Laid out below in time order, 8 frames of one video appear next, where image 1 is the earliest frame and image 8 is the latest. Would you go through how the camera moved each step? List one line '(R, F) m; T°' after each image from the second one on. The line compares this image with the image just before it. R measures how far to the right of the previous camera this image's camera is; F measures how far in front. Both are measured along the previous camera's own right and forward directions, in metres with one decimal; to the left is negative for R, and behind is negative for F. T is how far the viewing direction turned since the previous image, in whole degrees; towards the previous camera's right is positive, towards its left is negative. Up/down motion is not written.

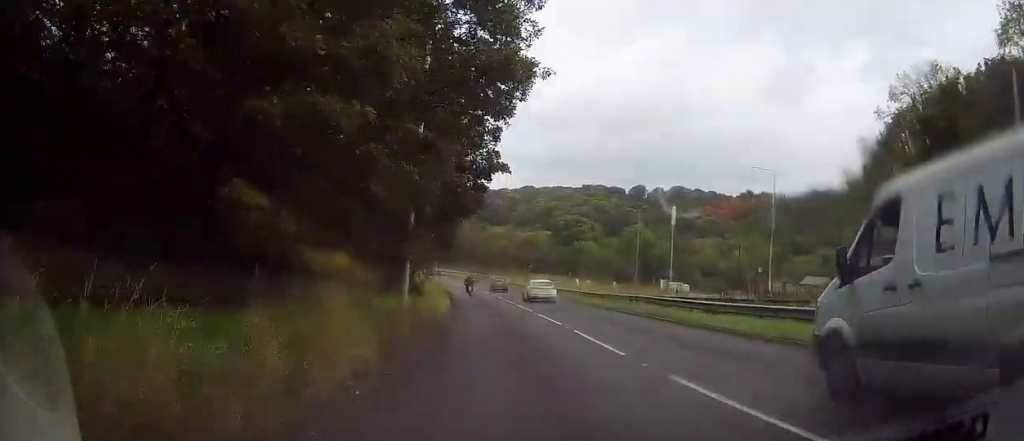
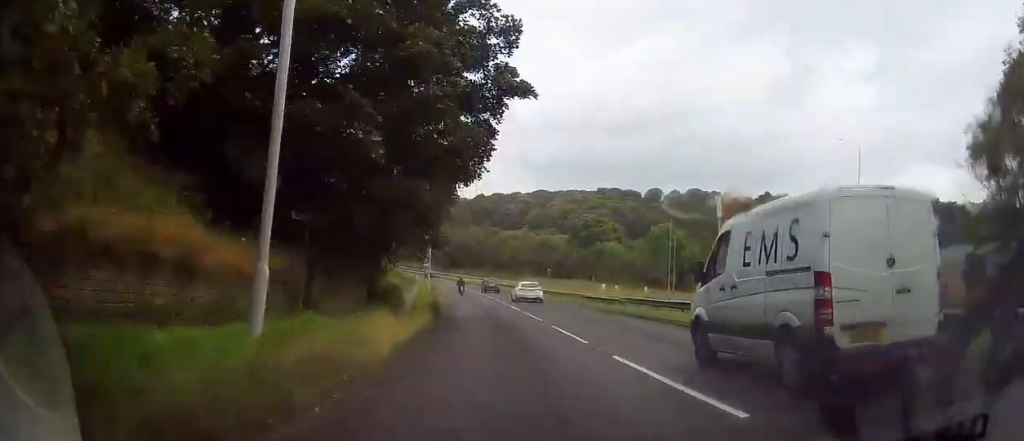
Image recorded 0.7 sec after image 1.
(0.0, +15.4) m; -1°
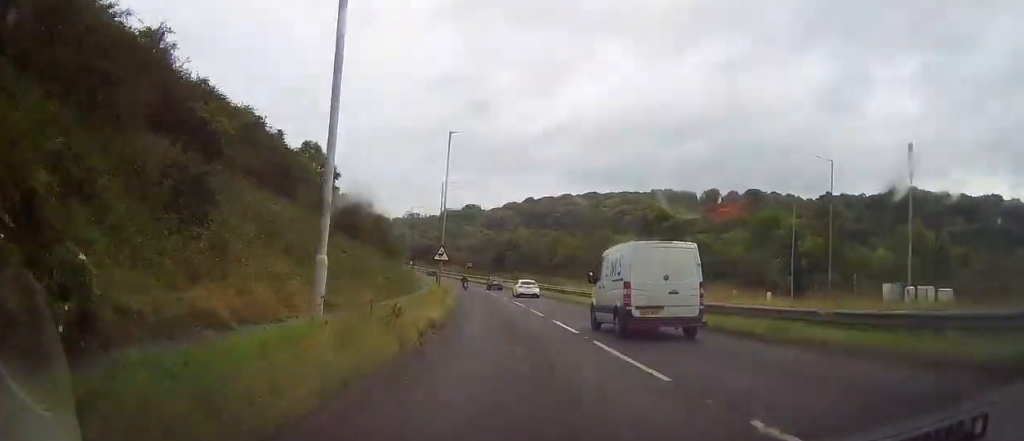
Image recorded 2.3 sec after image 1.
(-0.8, +33.5) m; -2°
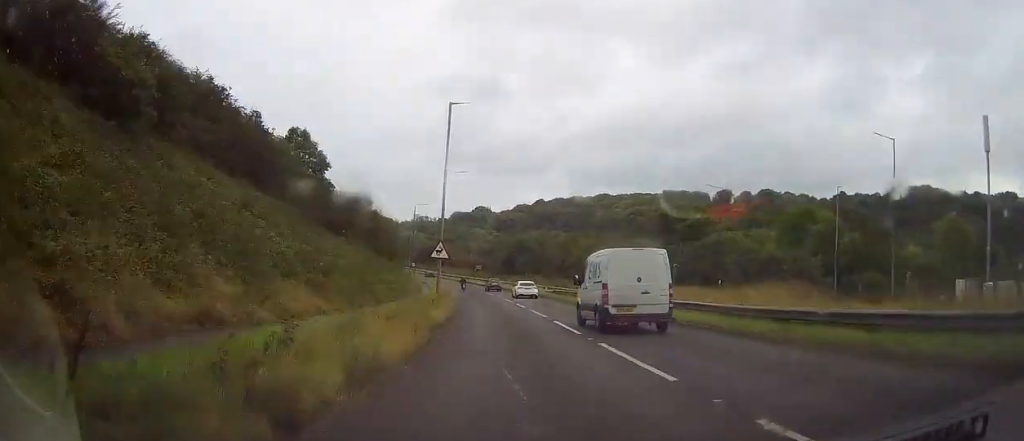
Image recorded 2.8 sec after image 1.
(+0.1, +9.1) m; -1°
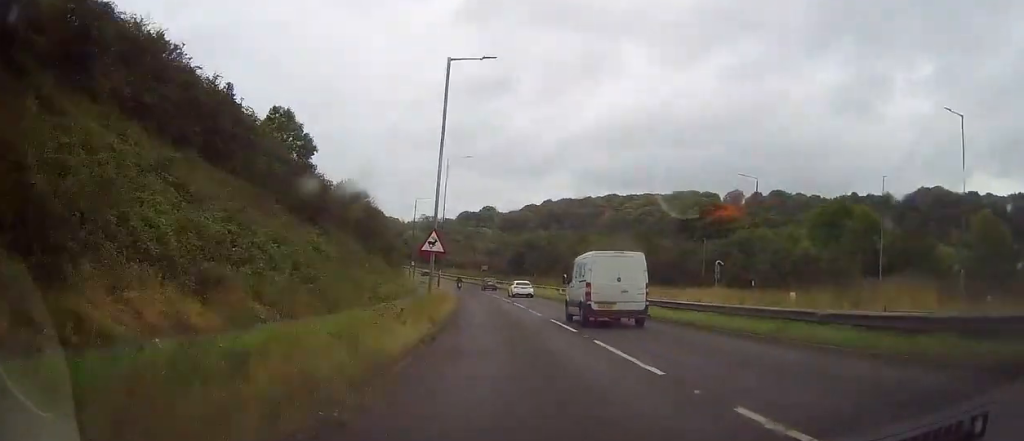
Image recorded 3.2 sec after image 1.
(-0.1, +8.4) m; -1°
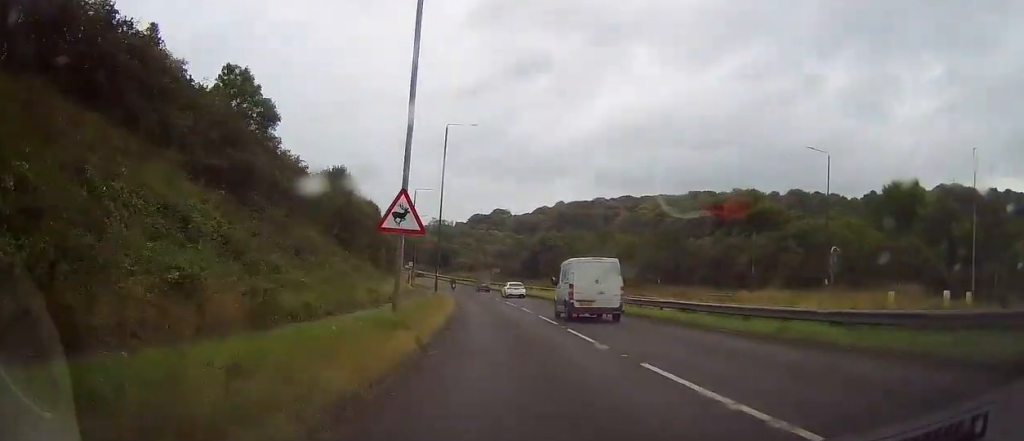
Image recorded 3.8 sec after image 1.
(-0.2, +13.9) m; -2°
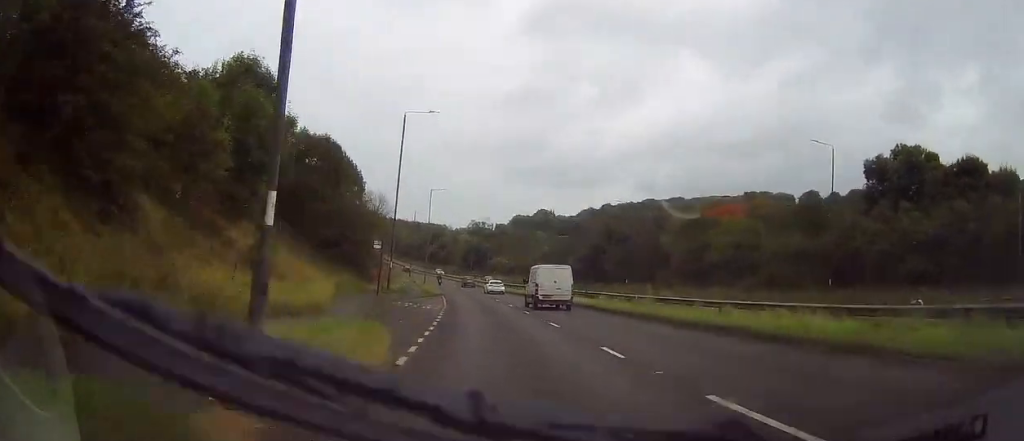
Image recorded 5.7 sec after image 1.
(-1.1, +39.4) m; -3°
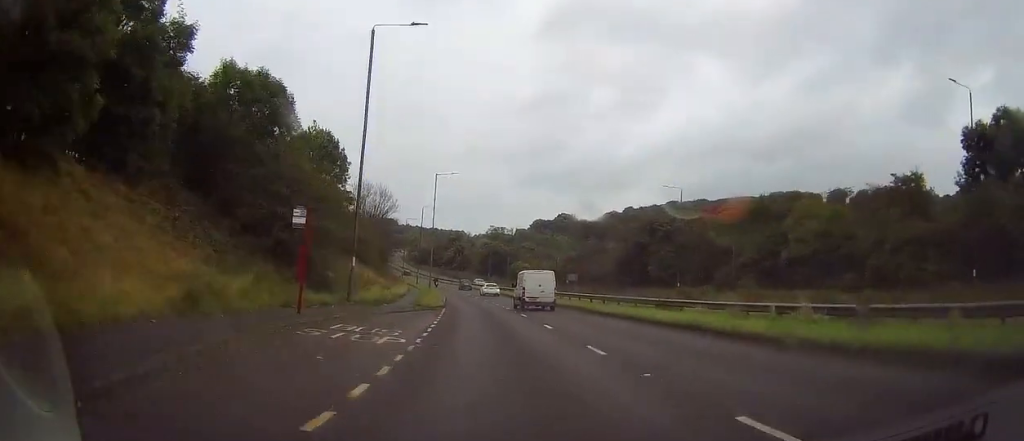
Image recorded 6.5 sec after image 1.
(-0.3, +16.6) m; -2°
